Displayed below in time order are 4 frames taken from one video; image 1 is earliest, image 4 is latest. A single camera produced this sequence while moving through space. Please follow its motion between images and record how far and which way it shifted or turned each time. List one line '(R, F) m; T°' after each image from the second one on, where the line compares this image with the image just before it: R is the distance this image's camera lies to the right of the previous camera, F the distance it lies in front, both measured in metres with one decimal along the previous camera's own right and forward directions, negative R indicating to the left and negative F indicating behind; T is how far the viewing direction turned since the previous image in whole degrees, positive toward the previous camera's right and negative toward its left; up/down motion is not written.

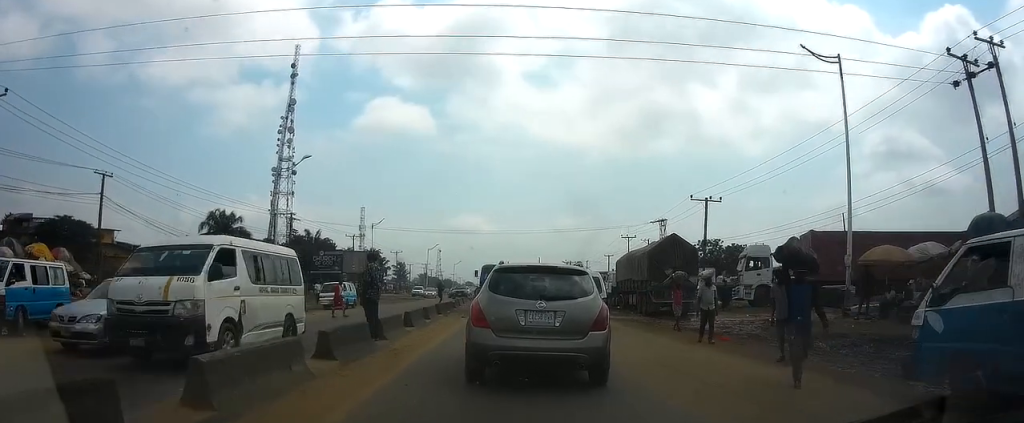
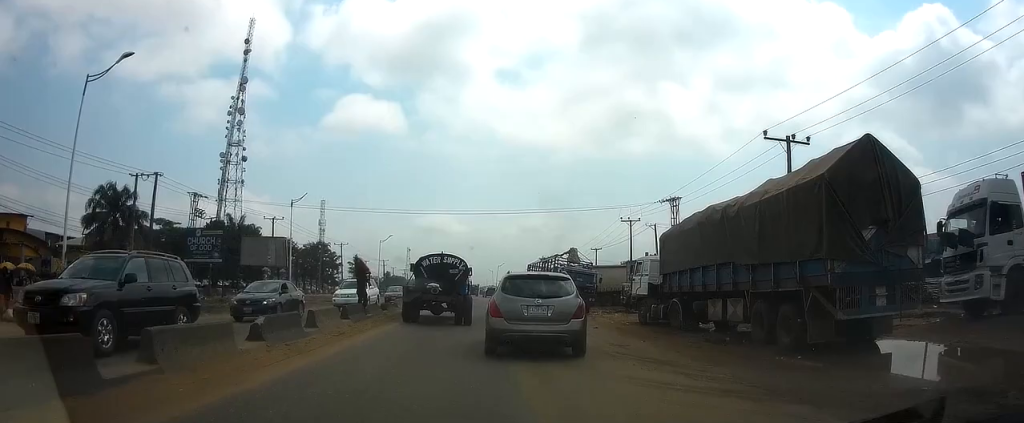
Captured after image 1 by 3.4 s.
(+0.5, +20.2) m; +2°
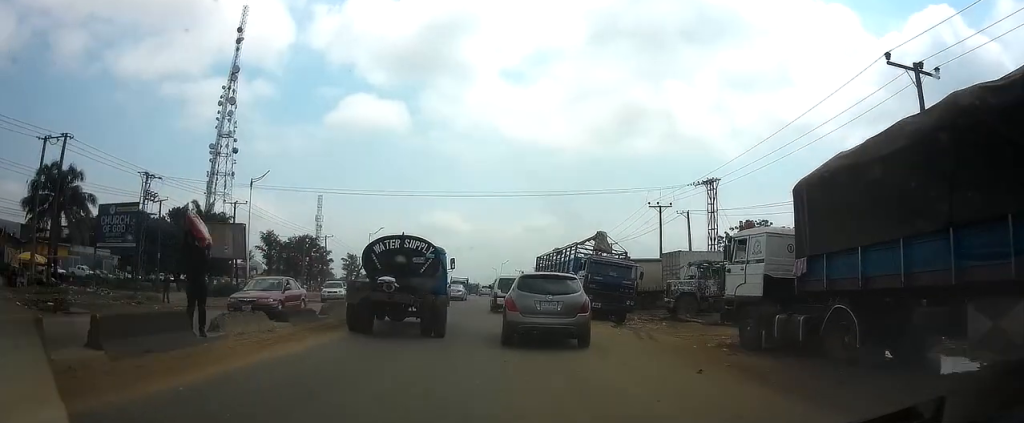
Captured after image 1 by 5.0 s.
(-0.1, +11.1) m; -1°
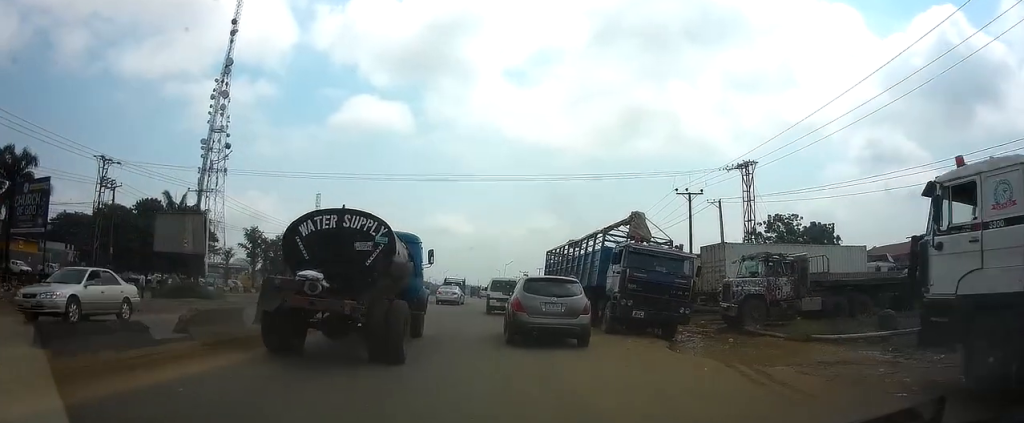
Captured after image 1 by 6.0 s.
(0.0, +7.8) m; -1°
